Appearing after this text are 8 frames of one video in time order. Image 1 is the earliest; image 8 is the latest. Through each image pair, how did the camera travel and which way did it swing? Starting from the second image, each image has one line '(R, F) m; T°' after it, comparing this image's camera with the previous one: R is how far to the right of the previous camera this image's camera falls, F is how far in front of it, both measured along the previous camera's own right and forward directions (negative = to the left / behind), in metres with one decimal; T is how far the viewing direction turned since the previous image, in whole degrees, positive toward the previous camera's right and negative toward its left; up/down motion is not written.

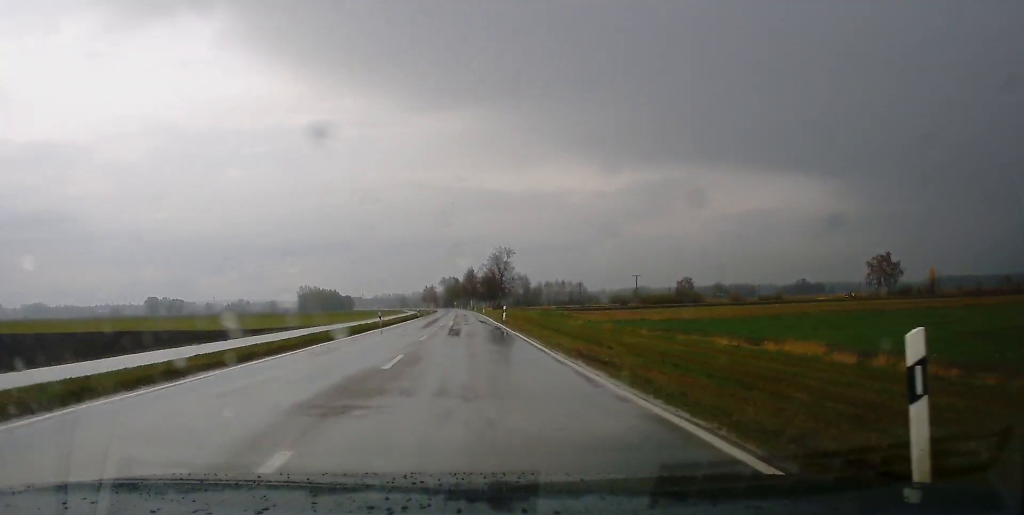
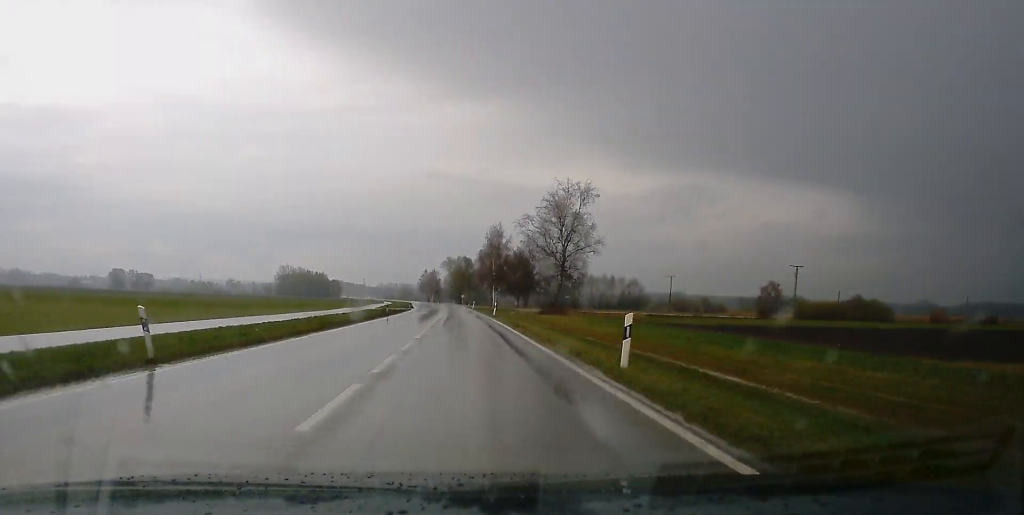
(-0.1, +141.8) m; 0°
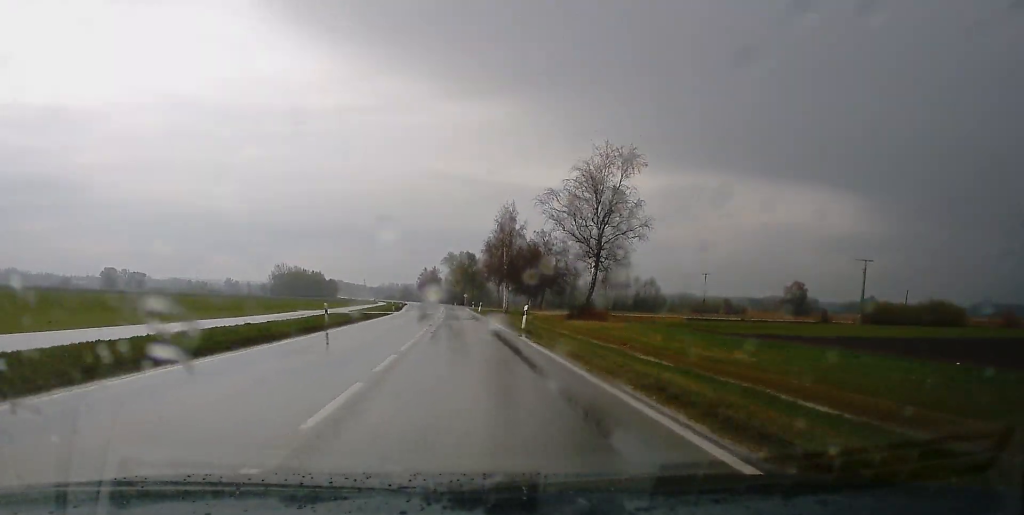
(0.0, +30.1) m; 0°
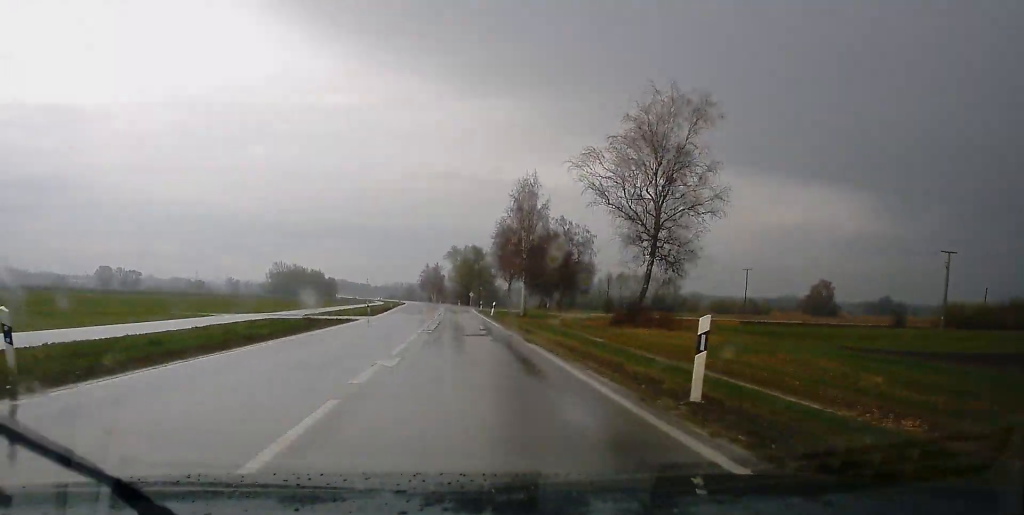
(+0.1, +25.9) m; 0°
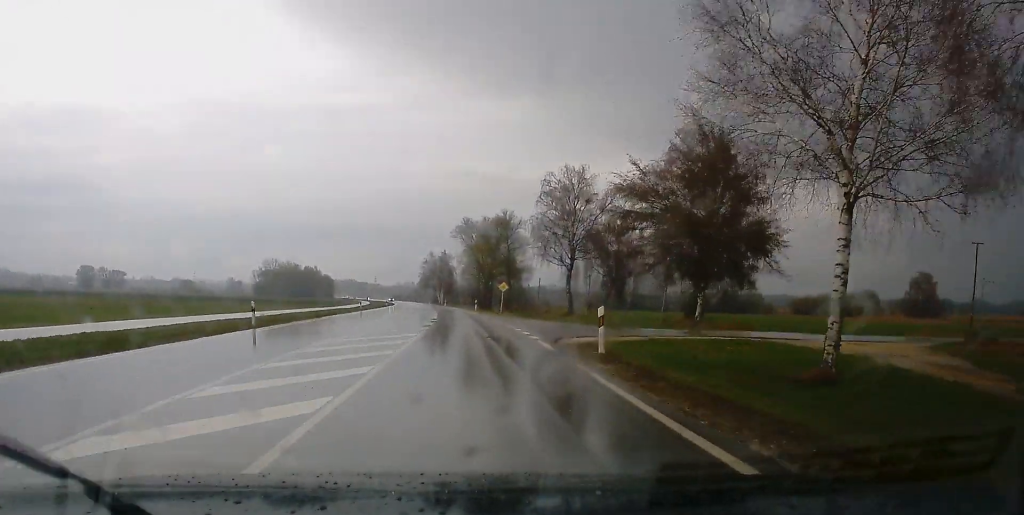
(-0.9, +77.2) m; -2°
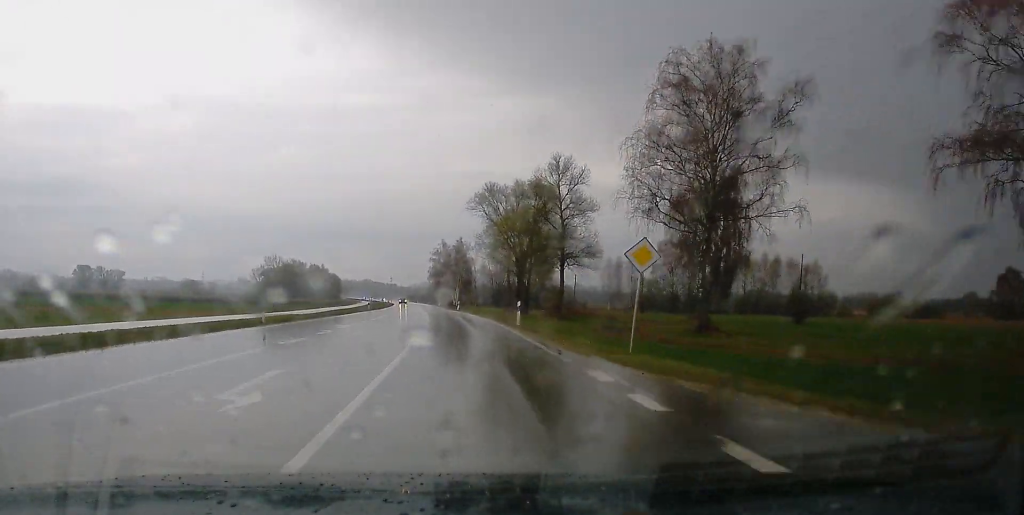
(-0.3, +45.5) m; -2°
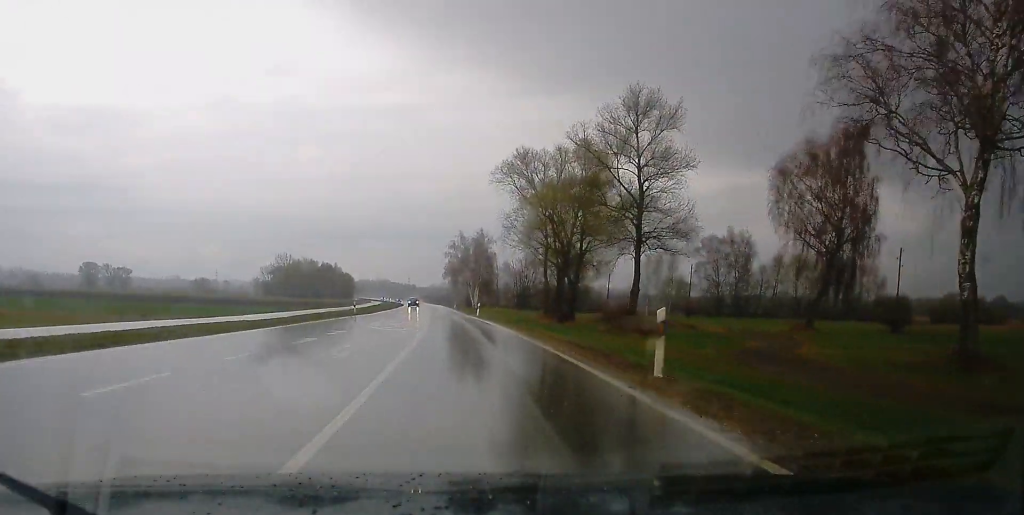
(-0.6, +24.5) m; -1°
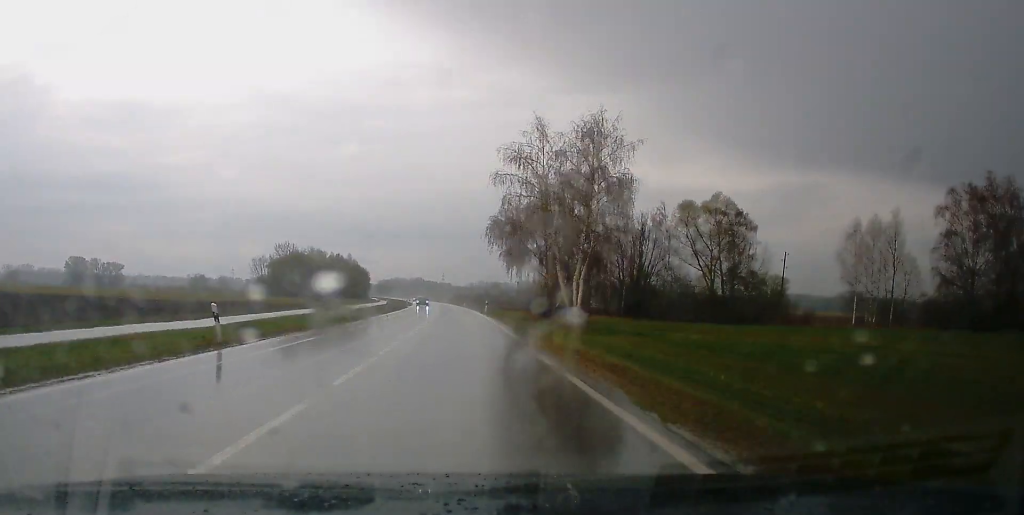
(-2.8, +91.7) m; -3°
